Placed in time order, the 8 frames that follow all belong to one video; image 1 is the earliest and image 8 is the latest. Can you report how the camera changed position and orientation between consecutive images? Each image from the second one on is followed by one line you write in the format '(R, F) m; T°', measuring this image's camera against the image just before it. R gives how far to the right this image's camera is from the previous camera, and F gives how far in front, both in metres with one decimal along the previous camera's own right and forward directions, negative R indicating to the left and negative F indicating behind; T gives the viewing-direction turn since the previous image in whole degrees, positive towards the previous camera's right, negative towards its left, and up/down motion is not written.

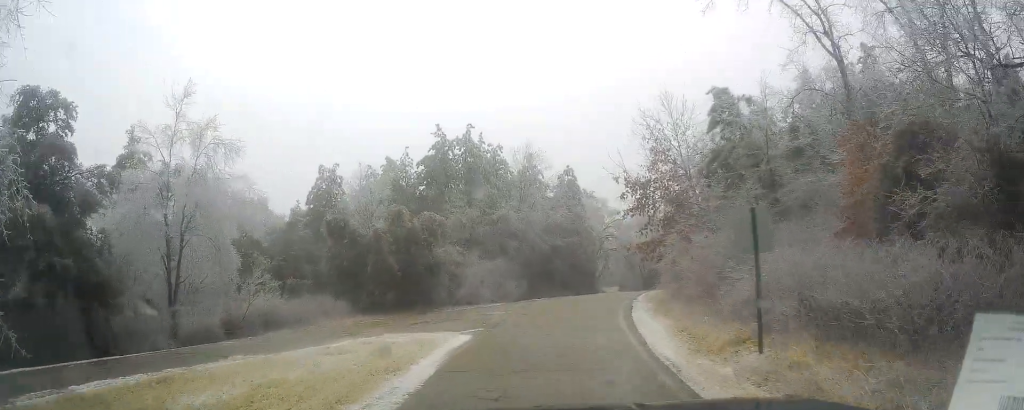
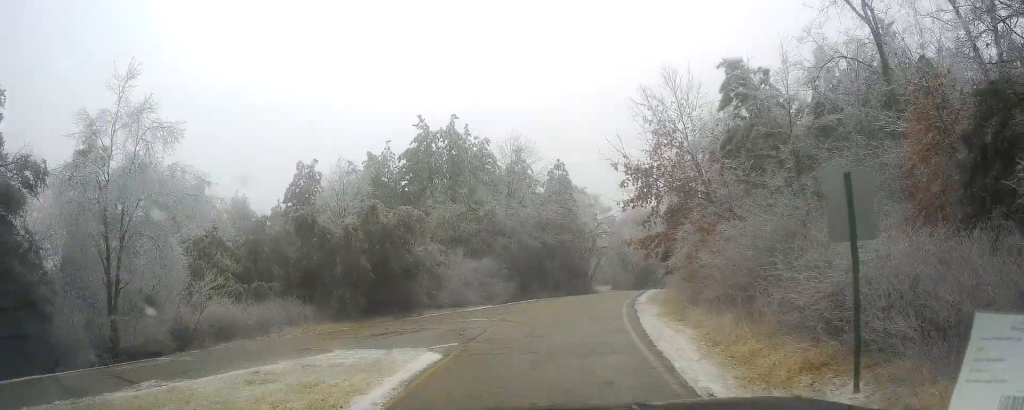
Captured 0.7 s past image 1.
(-0.1, +3.8) m; -1°
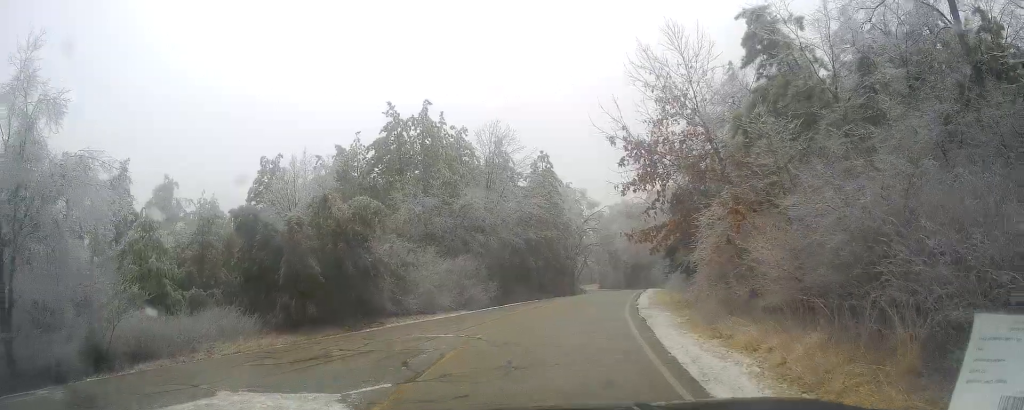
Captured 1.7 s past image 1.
(-0.1, +5.3) m; 0°
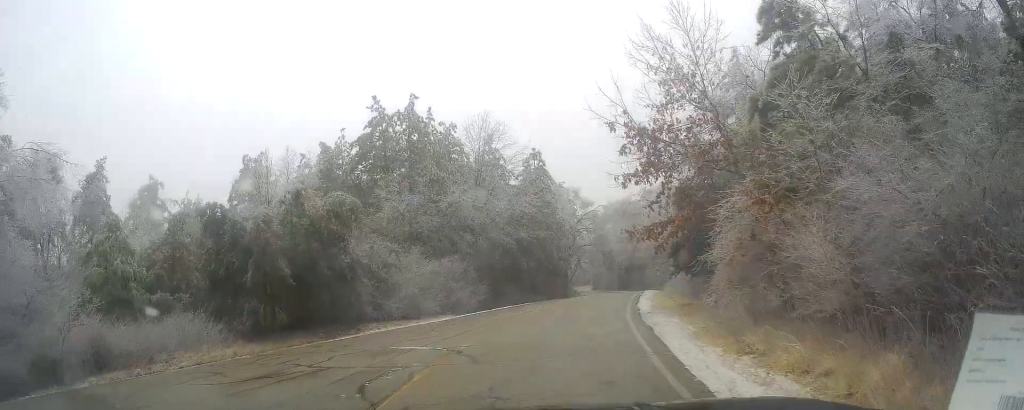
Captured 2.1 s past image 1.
(+0.2, +2.3) m; 0°
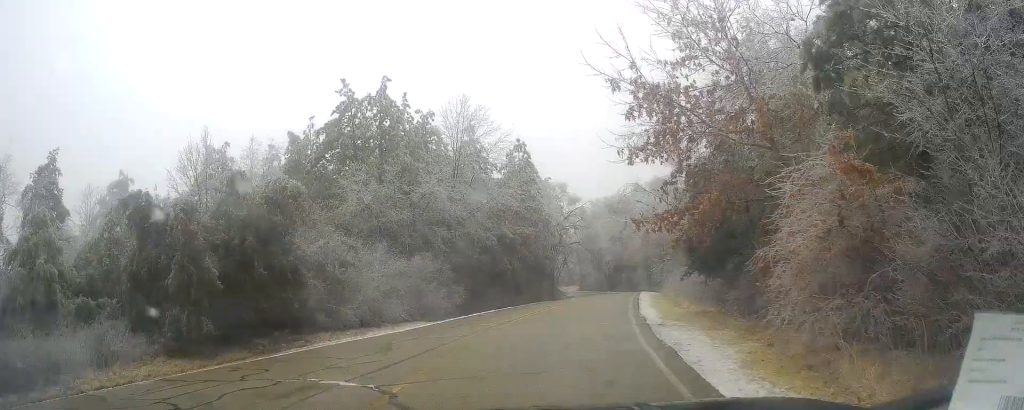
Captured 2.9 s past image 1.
(-0.1, +4.4) m; +5°
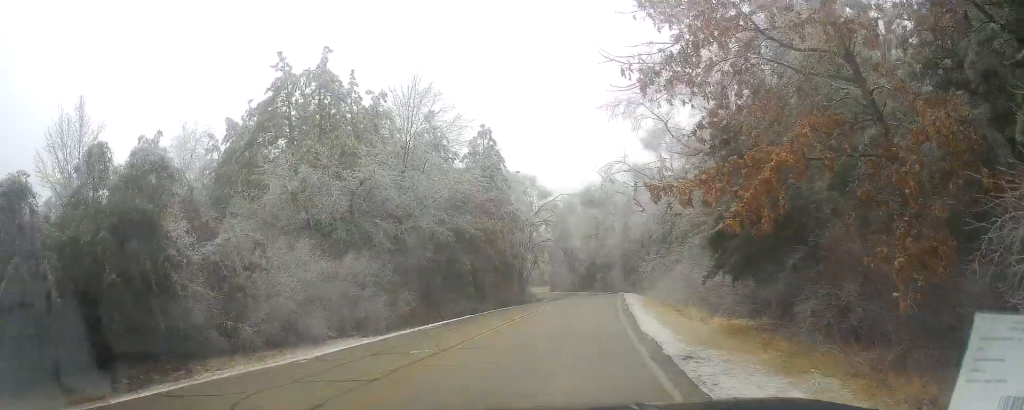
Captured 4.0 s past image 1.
(+0.6, +6.1) m; +5°
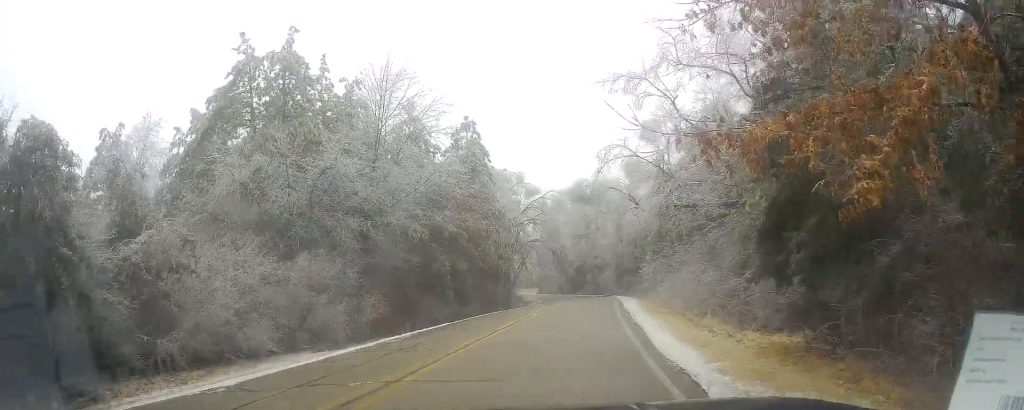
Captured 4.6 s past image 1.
(+0.1, +3.7) m; +1°
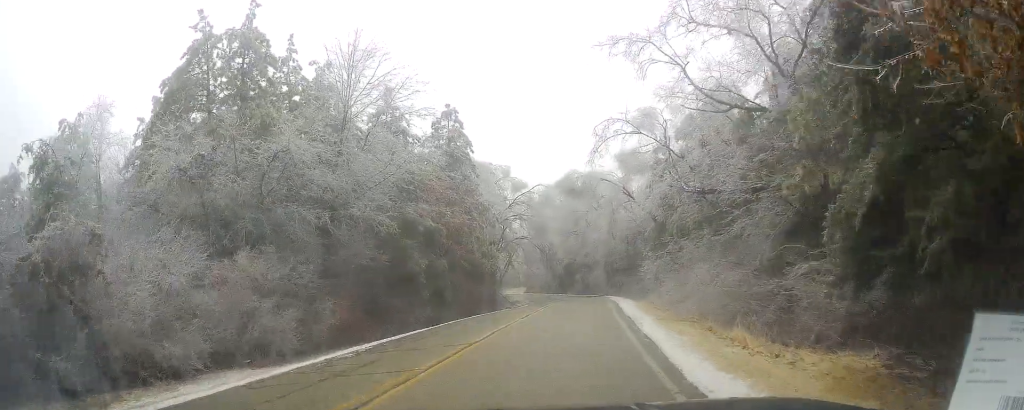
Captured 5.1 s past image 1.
(-0.4, +3.6) m; +1°
